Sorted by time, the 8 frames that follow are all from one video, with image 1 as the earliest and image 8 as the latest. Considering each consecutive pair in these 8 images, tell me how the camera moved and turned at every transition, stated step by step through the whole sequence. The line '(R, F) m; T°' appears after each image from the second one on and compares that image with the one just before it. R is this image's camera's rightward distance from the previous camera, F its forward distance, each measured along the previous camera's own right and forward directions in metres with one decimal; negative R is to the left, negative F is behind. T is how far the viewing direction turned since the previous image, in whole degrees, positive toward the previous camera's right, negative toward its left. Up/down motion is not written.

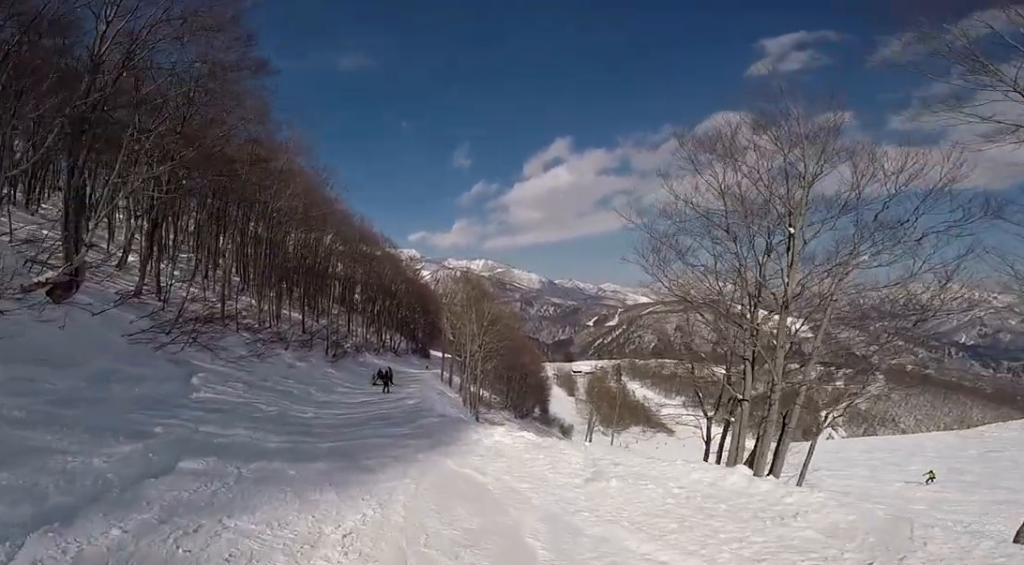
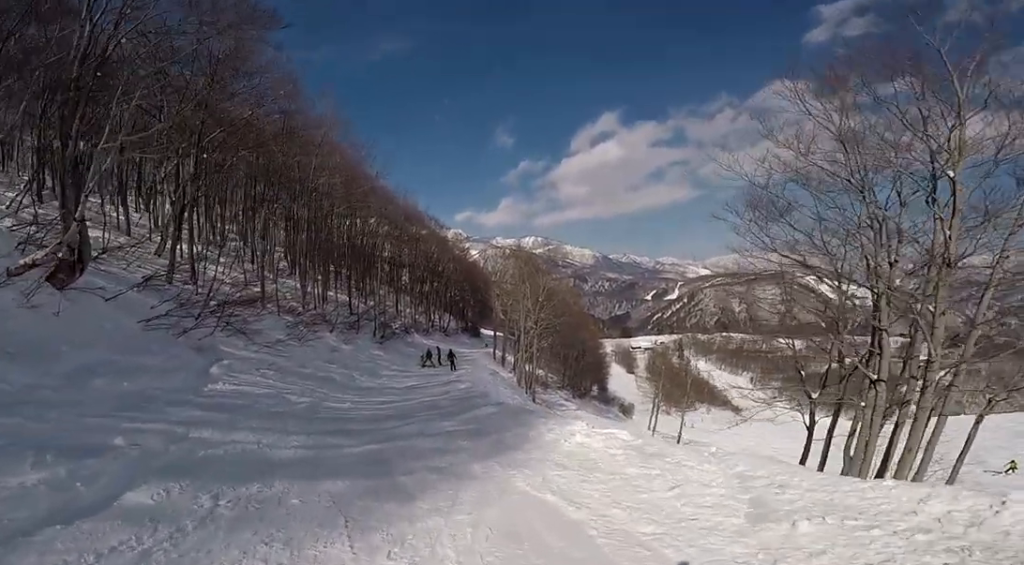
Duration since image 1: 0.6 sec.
(0.0, +1.9) m; 0°
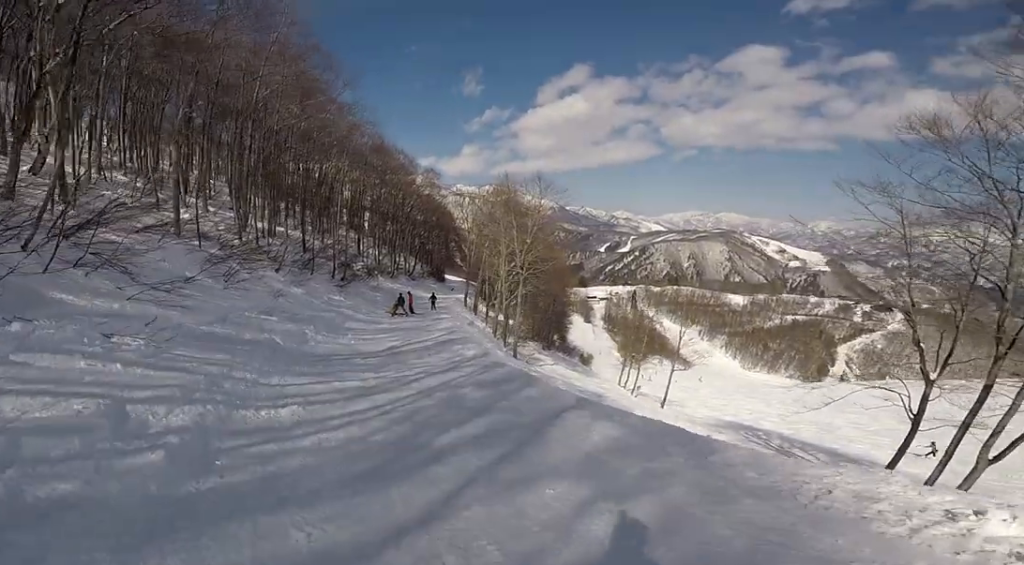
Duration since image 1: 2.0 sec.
(0.0, +5.9) m; 0°
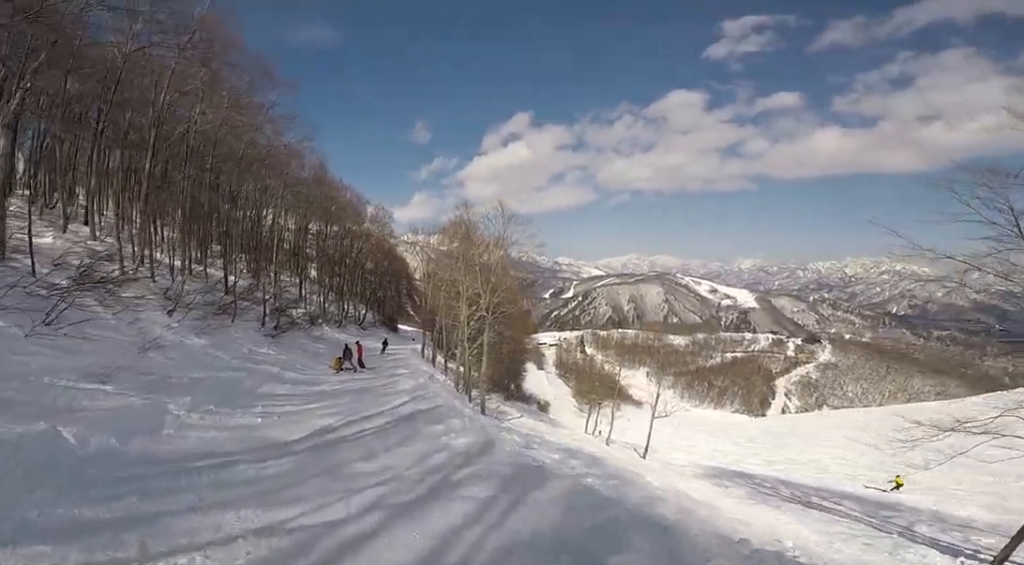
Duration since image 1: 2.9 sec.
(0.0, +4.9) m; 0°
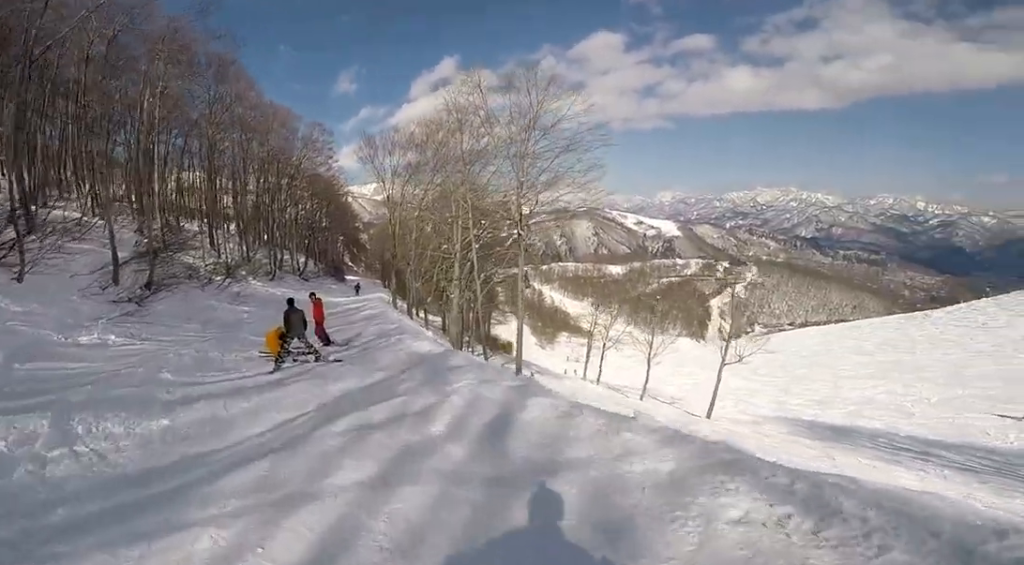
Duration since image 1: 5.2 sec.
(+0.3, +13.2) m; +8°
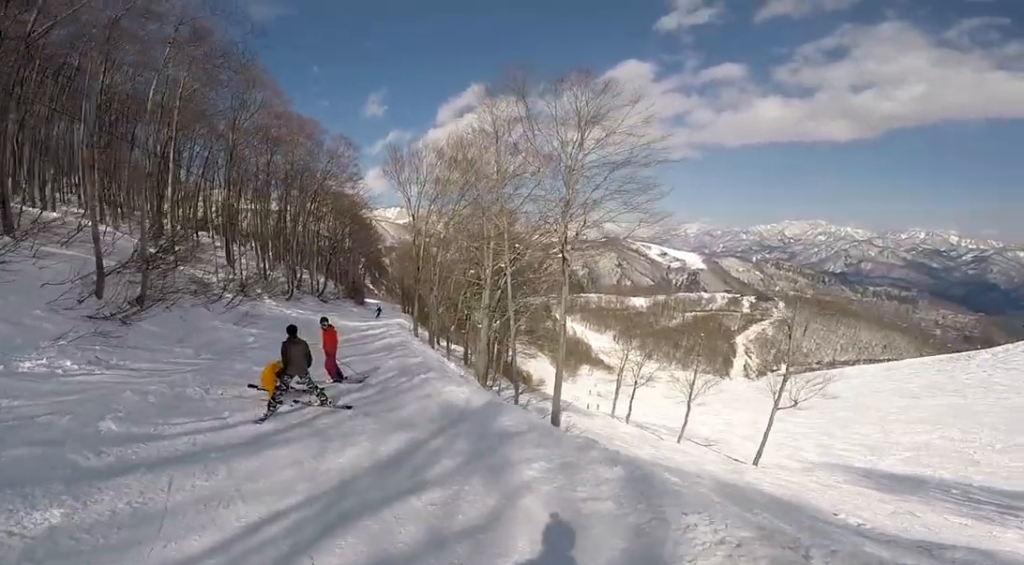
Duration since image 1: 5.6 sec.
(0.0, +2.6) m; +2°
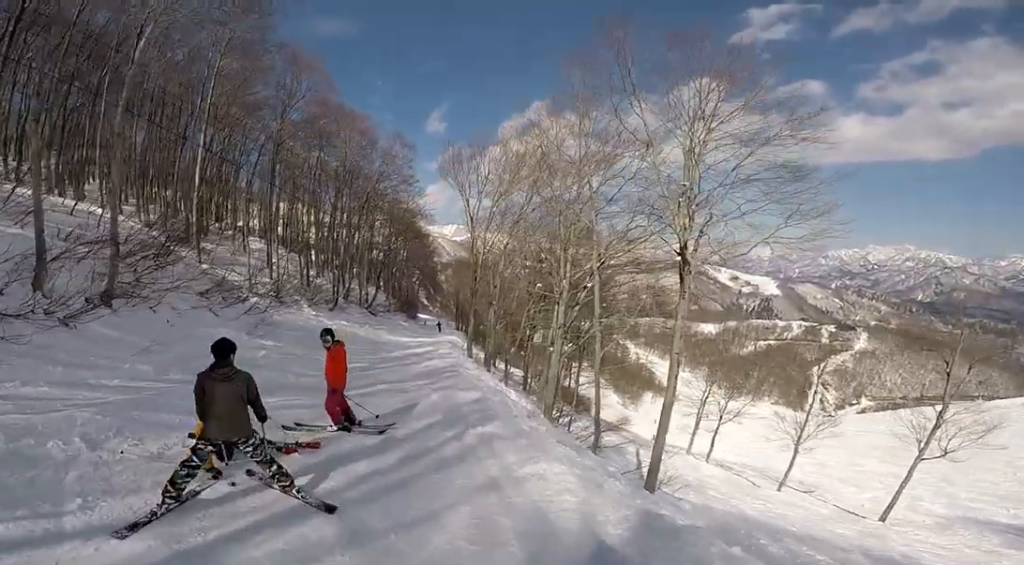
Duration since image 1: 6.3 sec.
(+0.6, +4.5) m; -1°
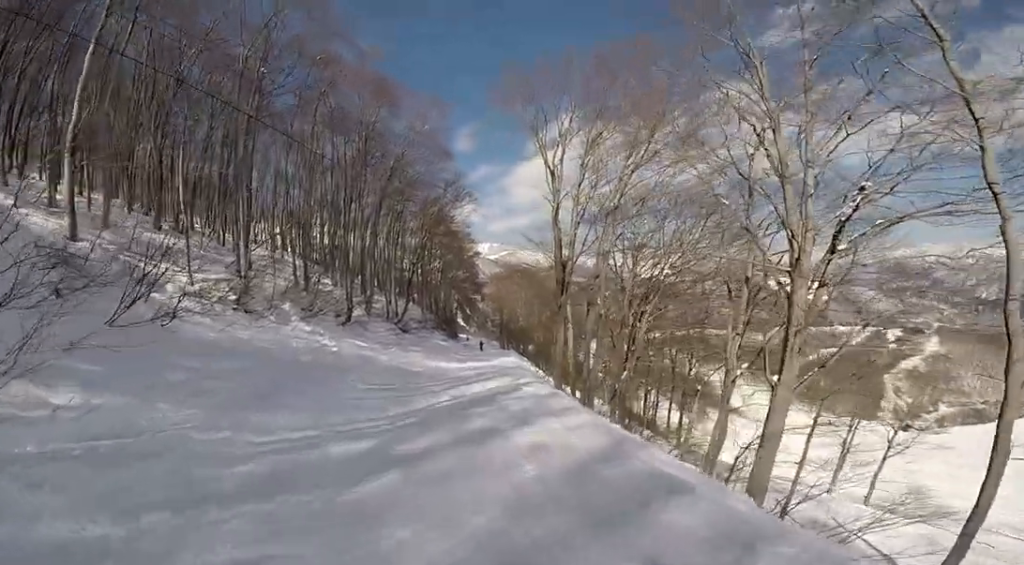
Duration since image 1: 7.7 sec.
(-1.2, +10.6) m; -6°
